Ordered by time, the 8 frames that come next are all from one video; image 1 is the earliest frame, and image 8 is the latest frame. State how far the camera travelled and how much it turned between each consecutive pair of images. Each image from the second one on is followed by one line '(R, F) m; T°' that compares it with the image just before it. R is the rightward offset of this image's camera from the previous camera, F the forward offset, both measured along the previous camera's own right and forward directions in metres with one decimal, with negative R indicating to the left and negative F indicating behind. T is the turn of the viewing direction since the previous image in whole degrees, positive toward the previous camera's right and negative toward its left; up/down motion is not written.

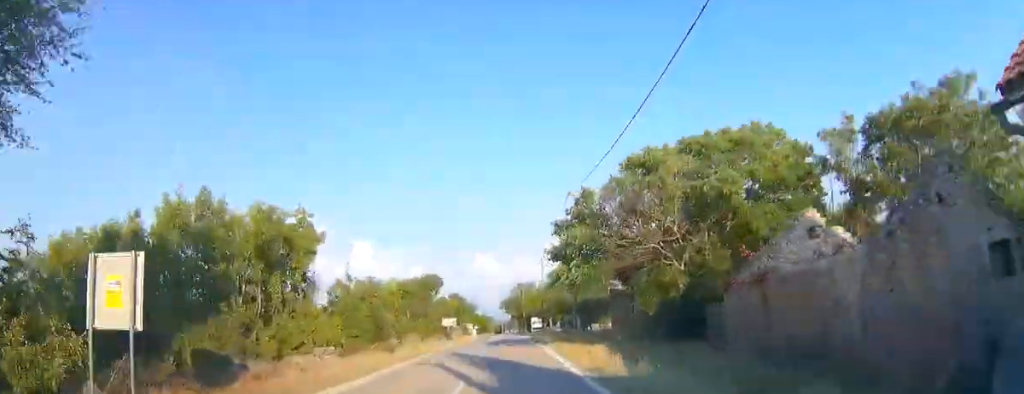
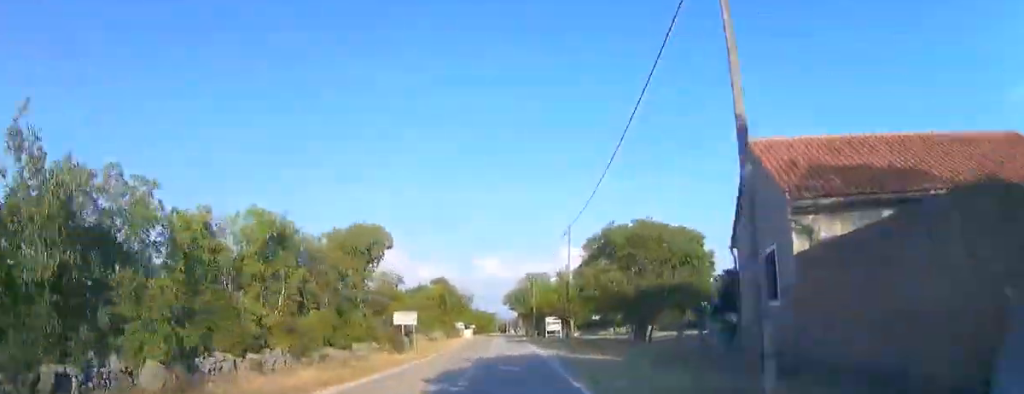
(0.0, +22.3) m; -1°
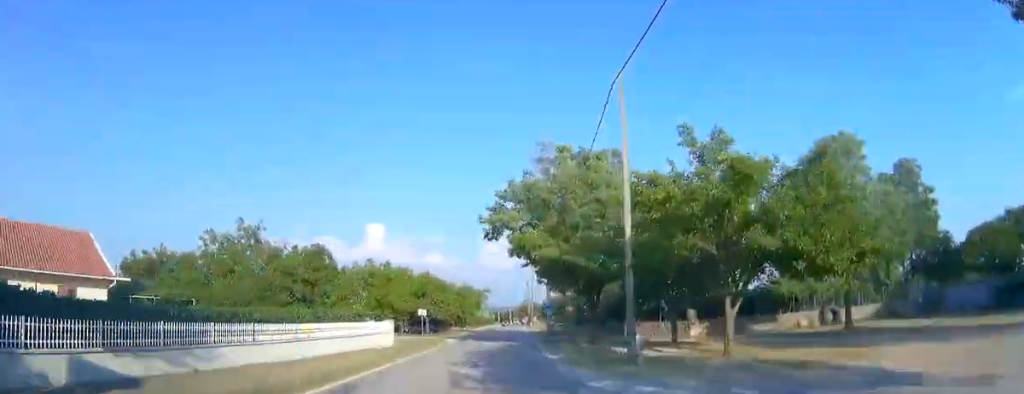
(-1.0, +58.3) m; 0°
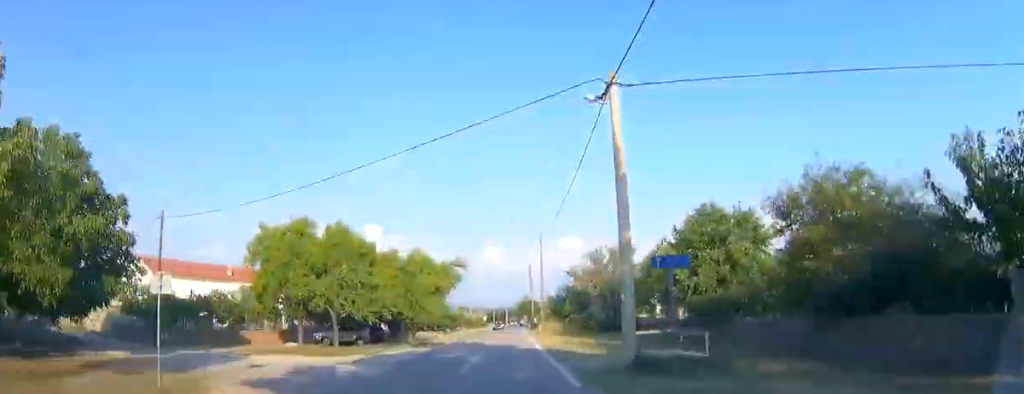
(+0.3, +30.7) m; -1°
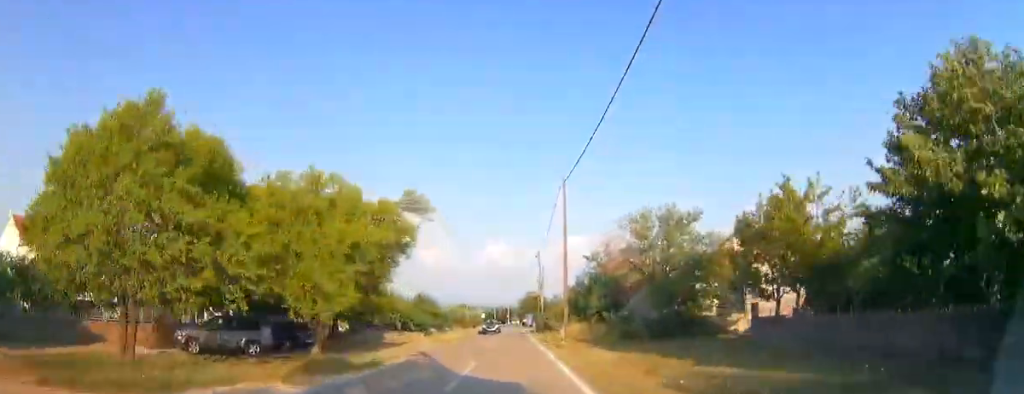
(-0.3, +17.4) m; 0°
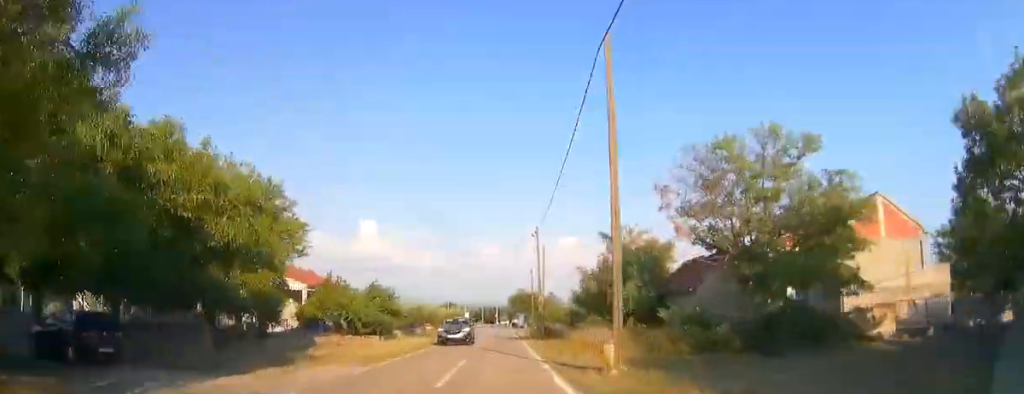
(-0.3, +15.2) m; 0°
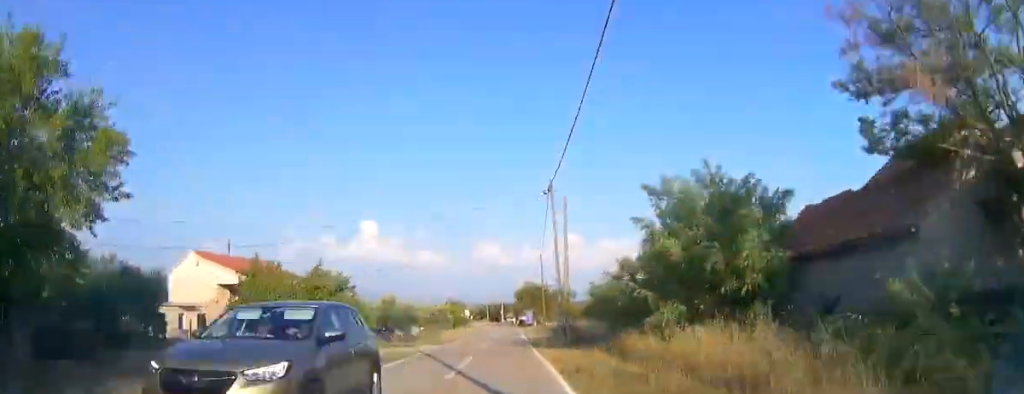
(0.0, +12.7) m; 0°
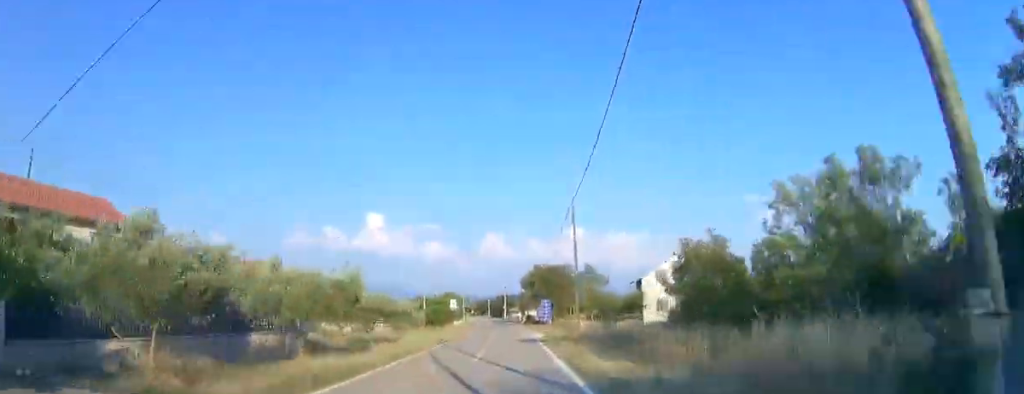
(+0.3, +24.9) m; +1°
